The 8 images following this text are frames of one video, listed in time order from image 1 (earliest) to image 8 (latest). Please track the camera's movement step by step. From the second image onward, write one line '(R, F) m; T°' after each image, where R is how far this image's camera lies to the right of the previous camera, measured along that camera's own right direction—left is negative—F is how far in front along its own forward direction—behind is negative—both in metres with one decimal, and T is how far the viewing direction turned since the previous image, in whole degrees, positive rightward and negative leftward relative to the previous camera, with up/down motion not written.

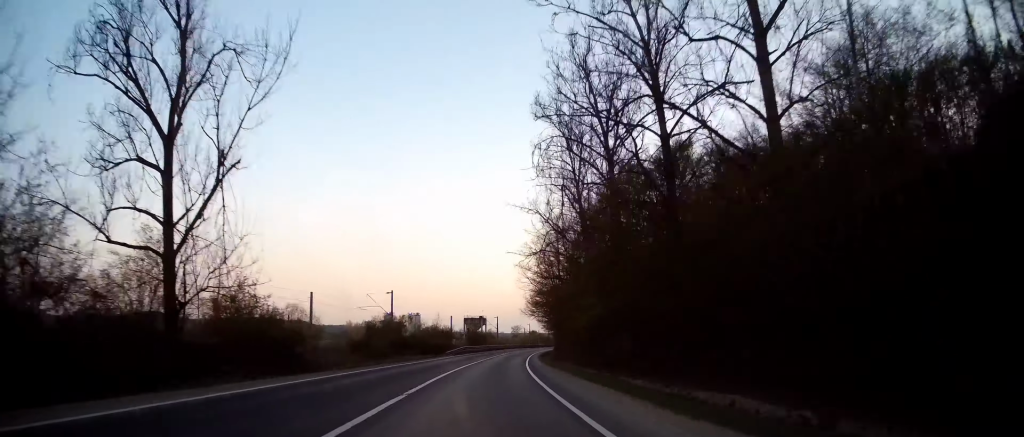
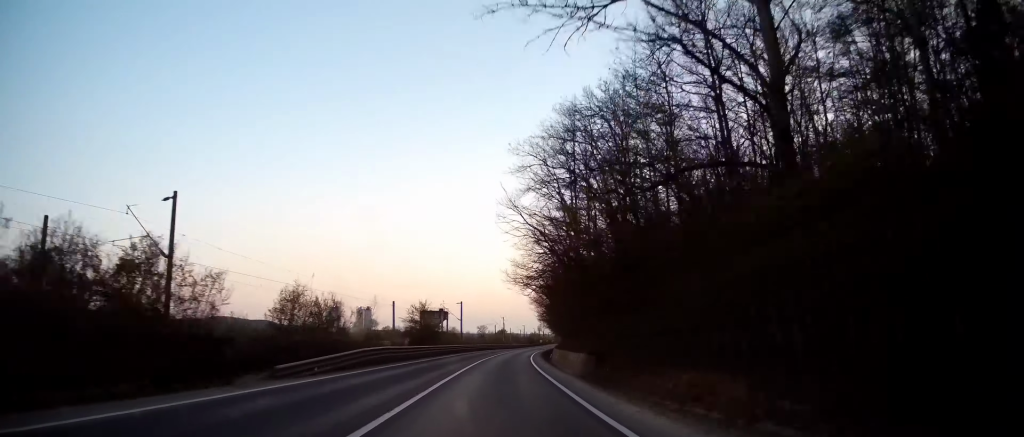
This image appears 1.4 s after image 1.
(+1.1, +38.4) m; +3°
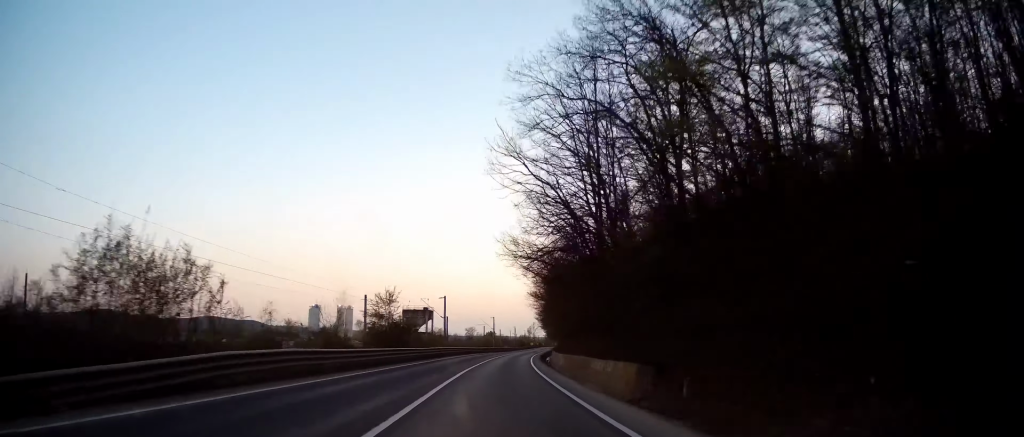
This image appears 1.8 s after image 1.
(+0.2, +12.0) m; +1°
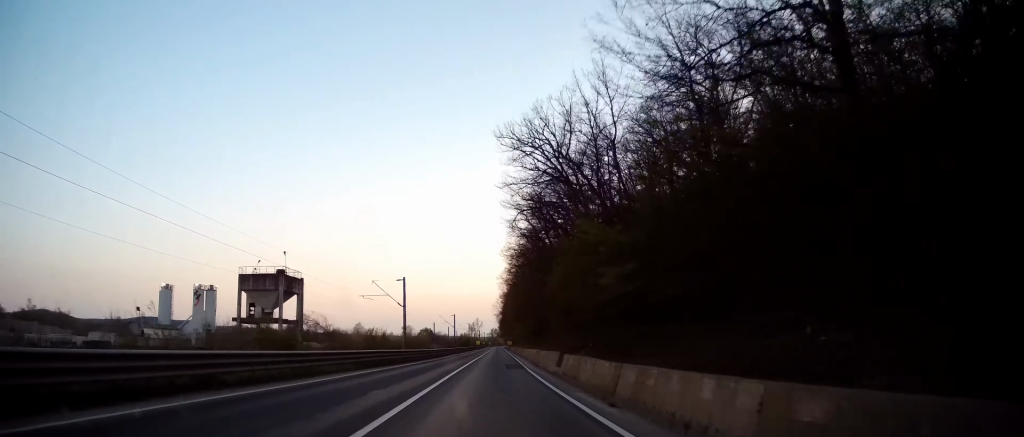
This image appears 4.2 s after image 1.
(+2.8, +66.2) m; +6°
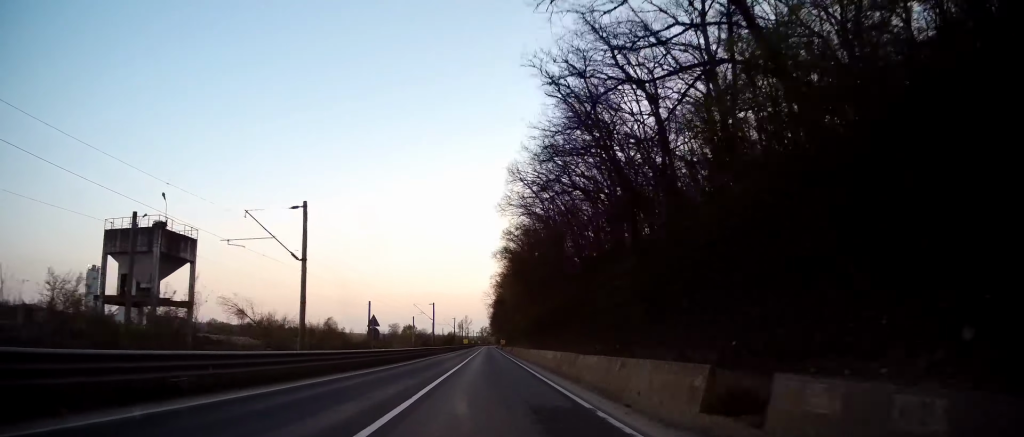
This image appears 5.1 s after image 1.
(+0.5, +26.2) m; +3°
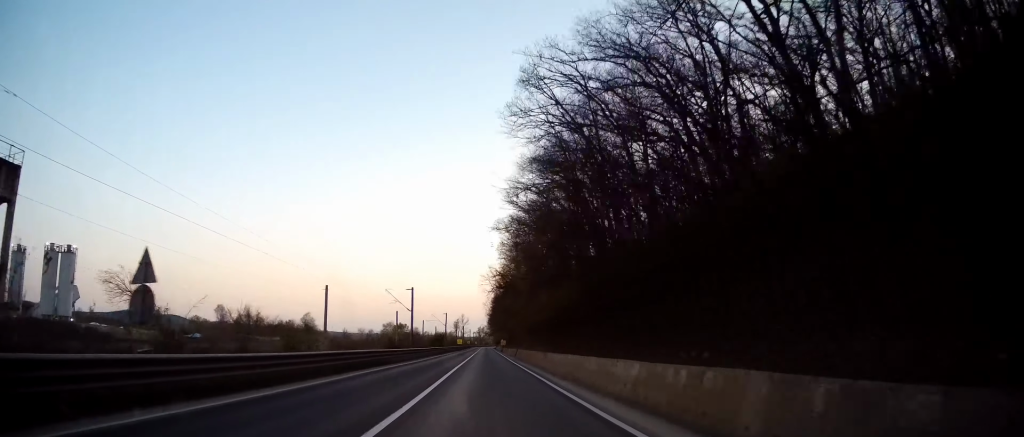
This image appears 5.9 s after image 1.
(+0.7, +22.4) m; +1°
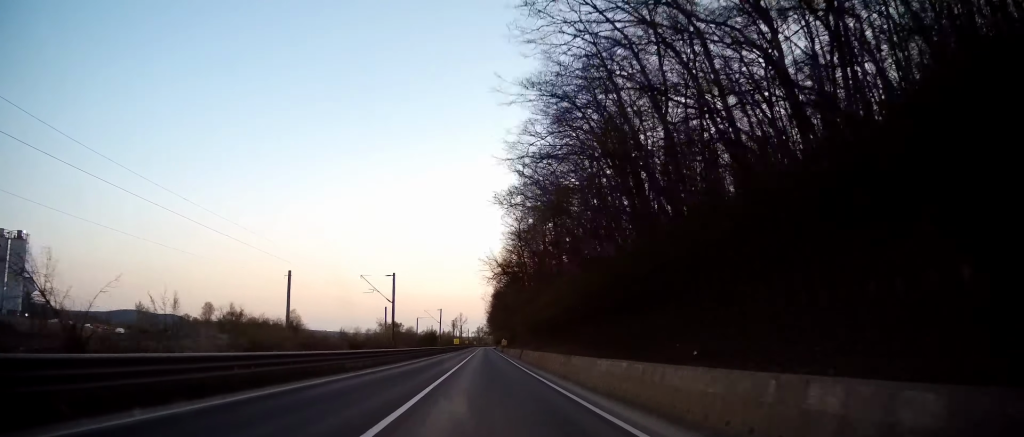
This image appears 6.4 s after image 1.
(-0.2, +12.2) m; 0°
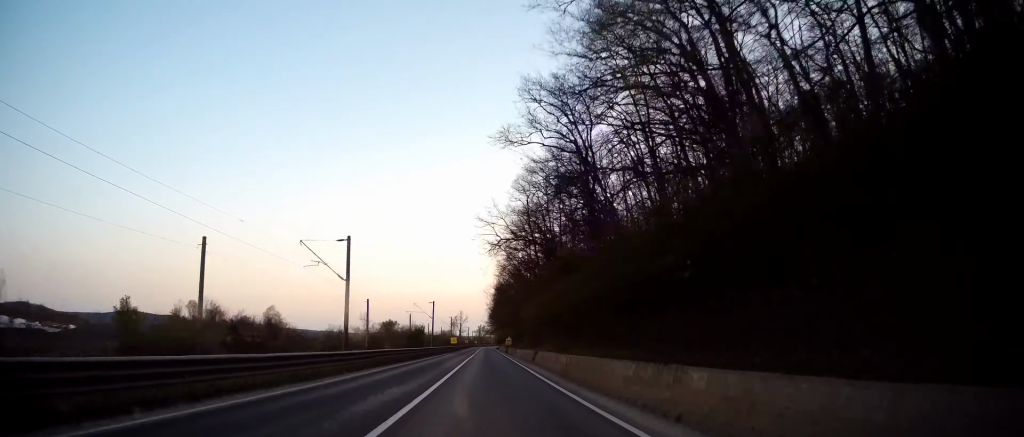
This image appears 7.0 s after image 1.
(-0.2, +16.9) m; 0°
